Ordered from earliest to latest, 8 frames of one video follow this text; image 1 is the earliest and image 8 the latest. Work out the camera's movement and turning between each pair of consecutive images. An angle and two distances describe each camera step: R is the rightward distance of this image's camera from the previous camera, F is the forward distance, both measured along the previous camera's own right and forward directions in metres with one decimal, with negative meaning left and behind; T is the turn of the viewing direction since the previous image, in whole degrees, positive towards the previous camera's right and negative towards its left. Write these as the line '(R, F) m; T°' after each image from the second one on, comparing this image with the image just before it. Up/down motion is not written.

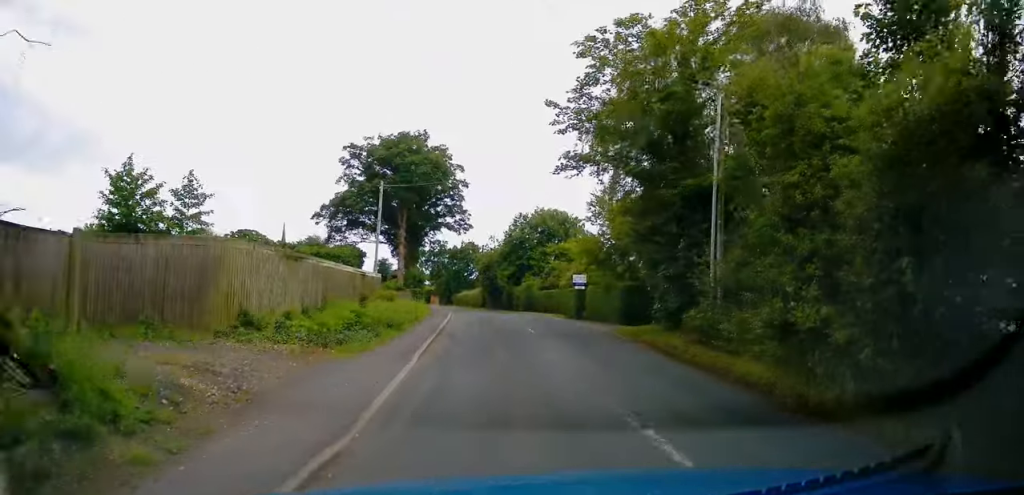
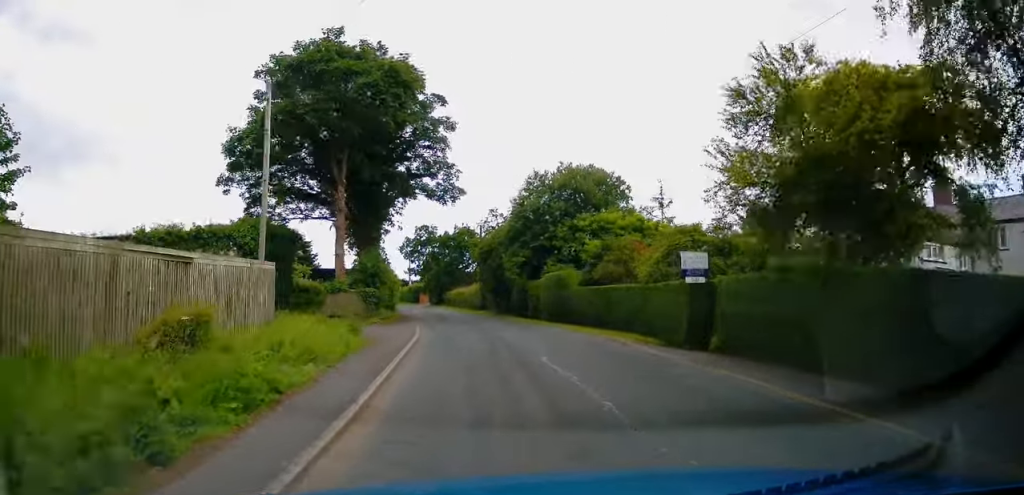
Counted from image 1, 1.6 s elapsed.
(+0.6, +18.2) m; +1°
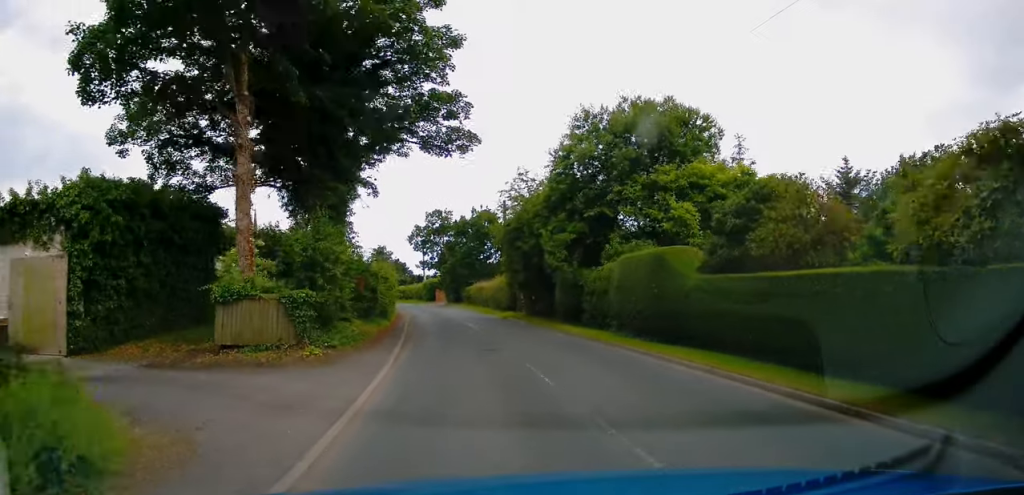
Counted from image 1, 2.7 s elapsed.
(-0.6, +12.1) m; -2°
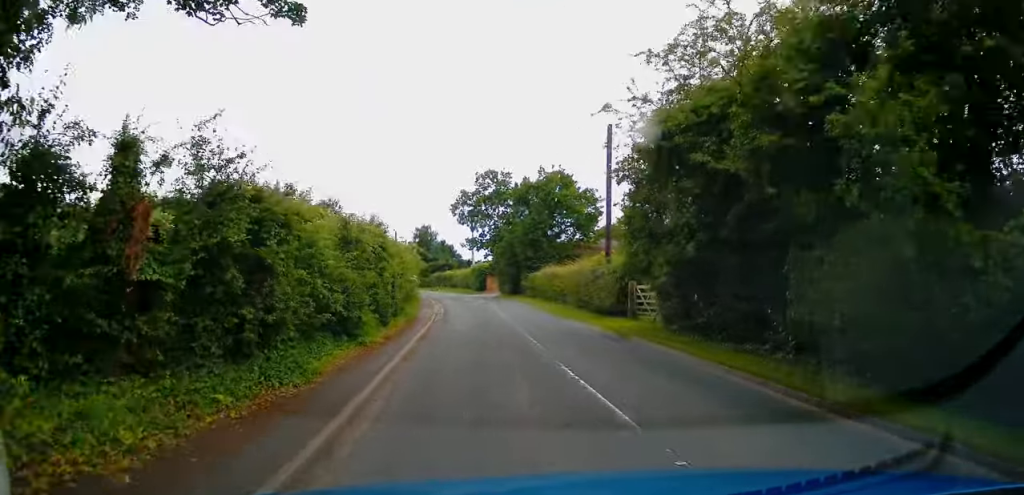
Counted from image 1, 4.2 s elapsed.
(-0.5, +17.8) m; -4°
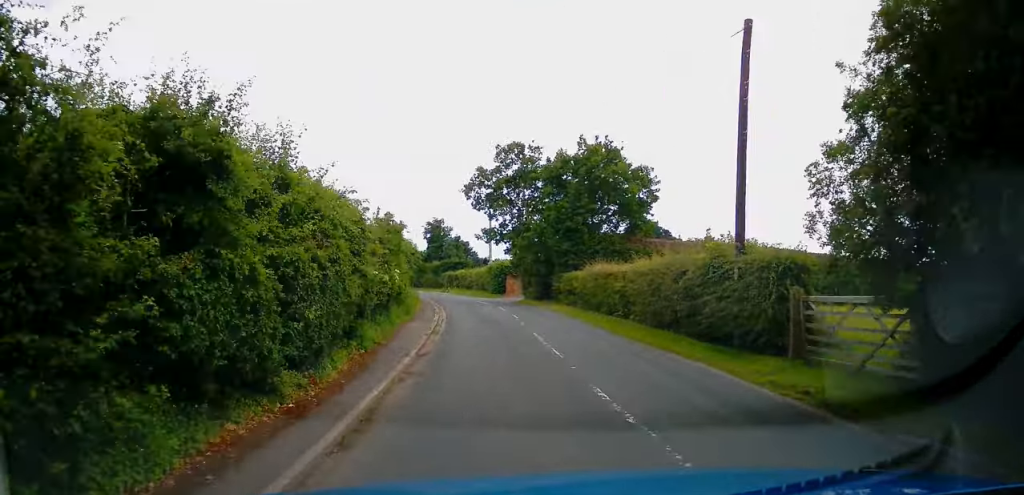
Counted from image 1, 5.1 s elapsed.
(-0.2, +10.9) m; -1°
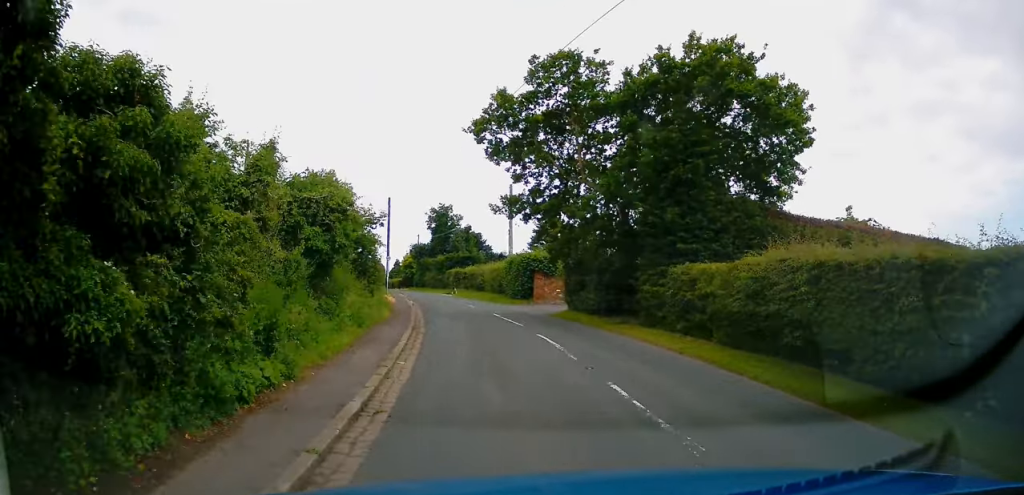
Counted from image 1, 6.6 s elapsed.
(0.0, +16.8) m; -1°
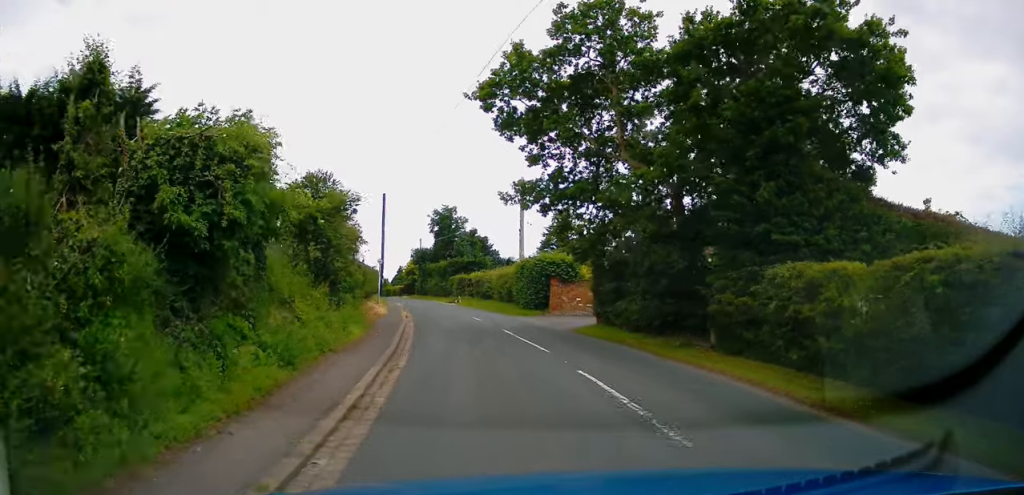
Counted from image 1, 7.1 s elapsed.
(-0.1, +5.8) m; -2°
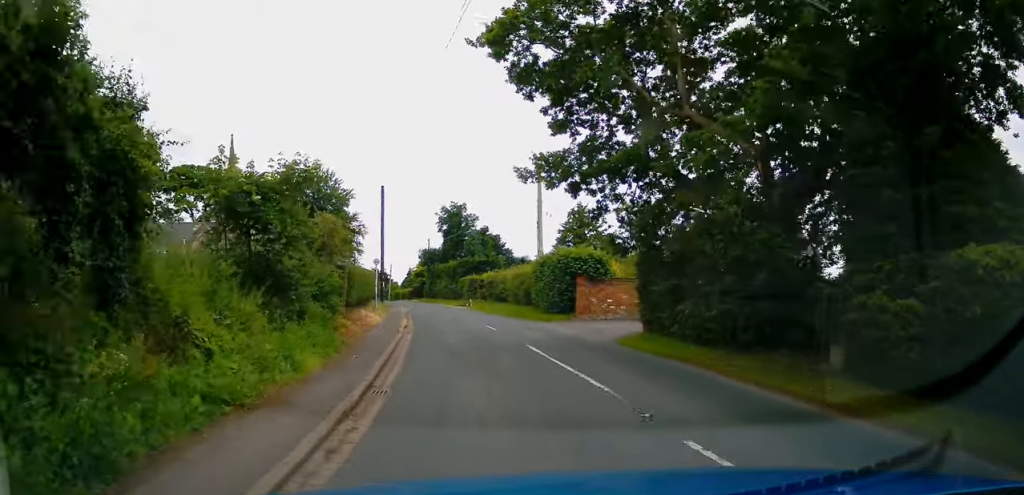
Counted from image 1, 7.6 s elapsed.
(+0.1, +4.9) m; -2°
